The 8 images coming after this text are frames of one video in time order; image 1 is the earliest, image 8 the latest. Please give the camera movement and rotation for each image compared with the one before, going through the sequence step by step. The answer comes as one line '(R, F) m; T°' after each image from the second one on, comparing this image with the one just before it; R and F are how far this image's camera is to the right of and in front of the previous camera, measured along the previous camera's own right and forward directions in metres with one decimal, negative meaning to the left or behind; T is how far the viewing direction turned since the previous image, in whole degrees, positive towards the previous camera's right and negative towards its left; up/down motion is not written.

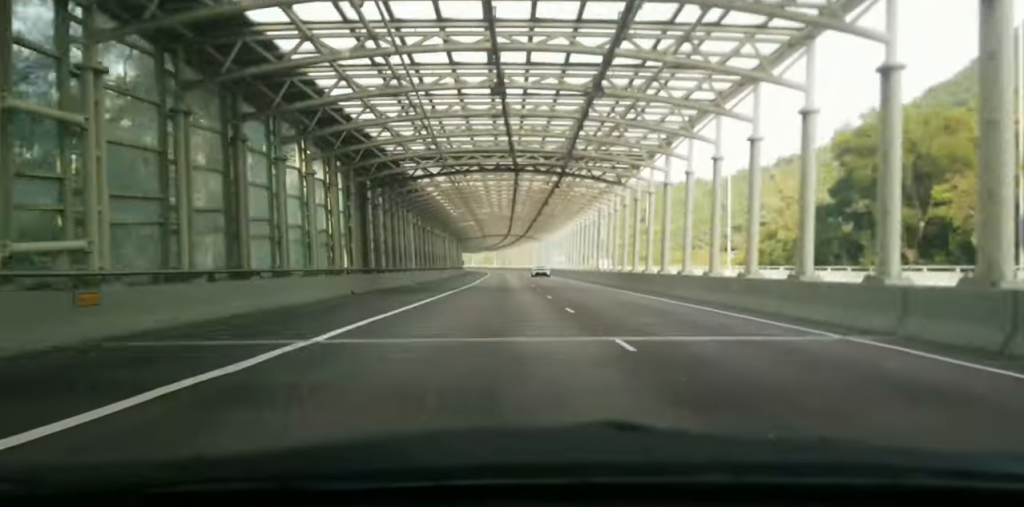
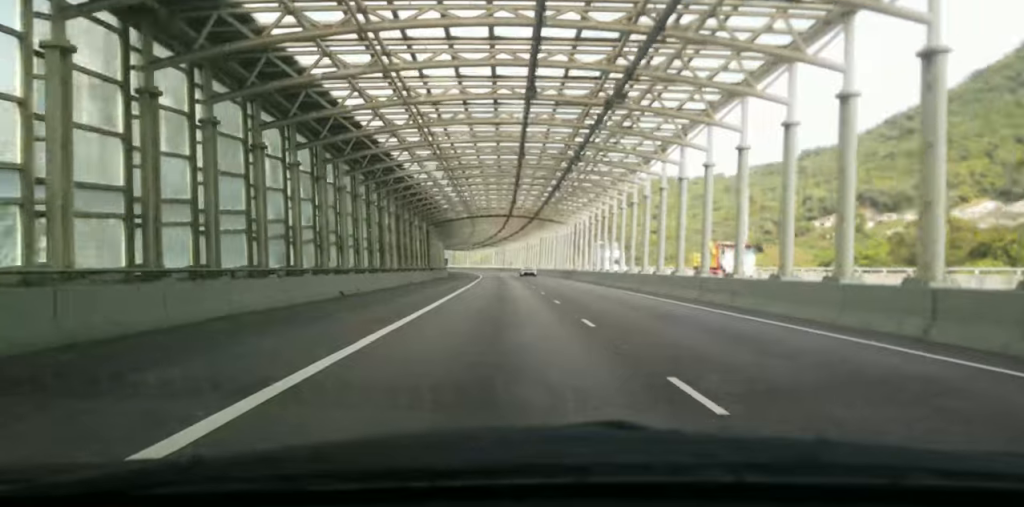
(+0.1, +50.4) m; +1°
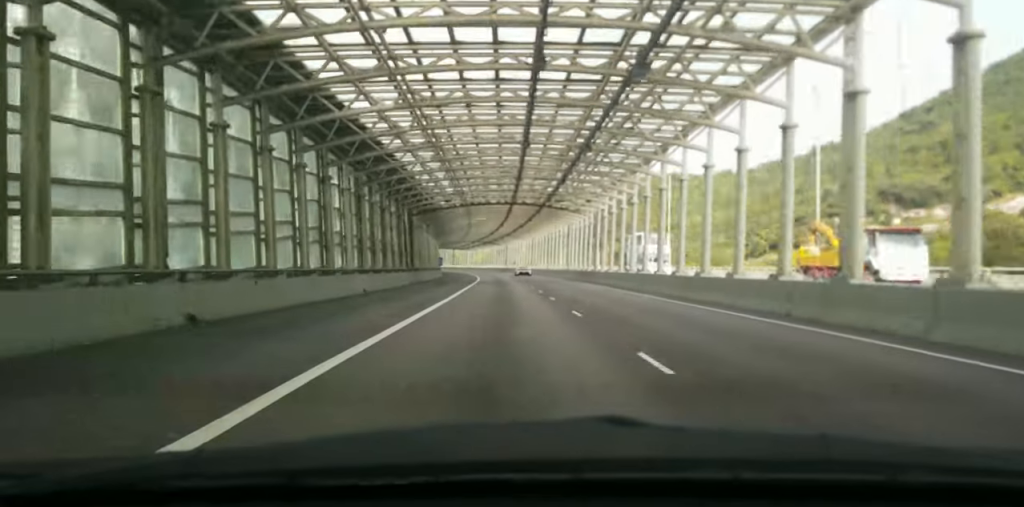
(+0.2, +16.6) m; -1°
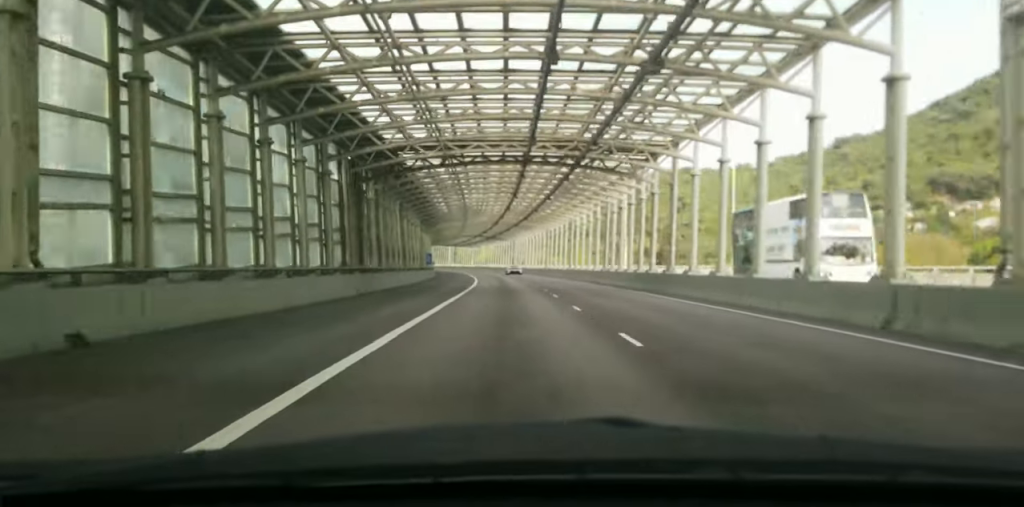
(-0.8, +25.7) m; -1°
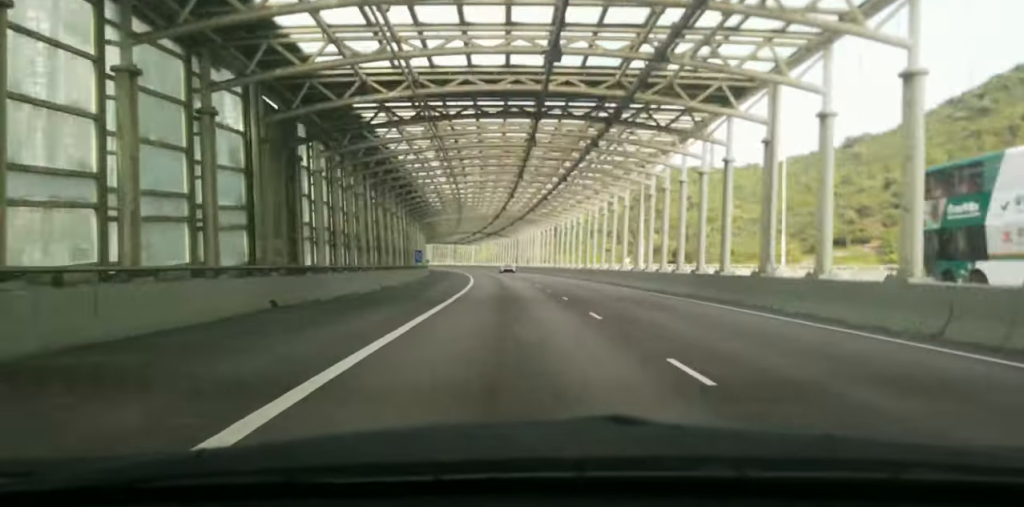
(+0.1, +14.0) m; 0°
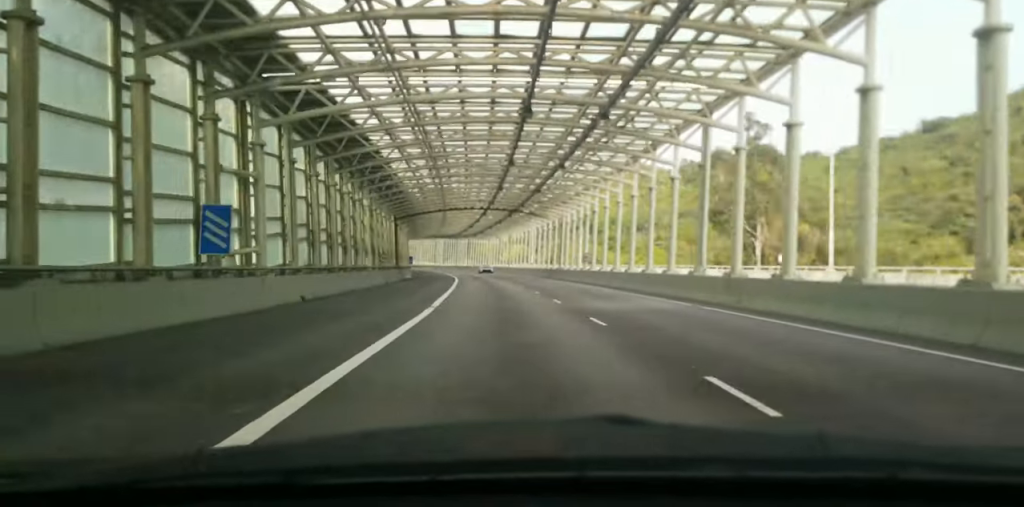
(-1.5, +58.4) m; -4°
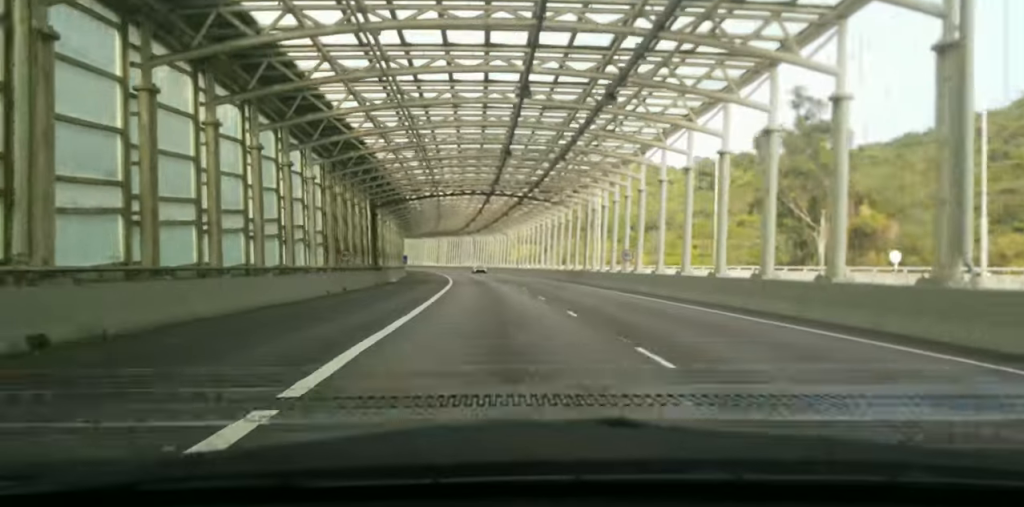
(-0.1, +15.0) m; -1°
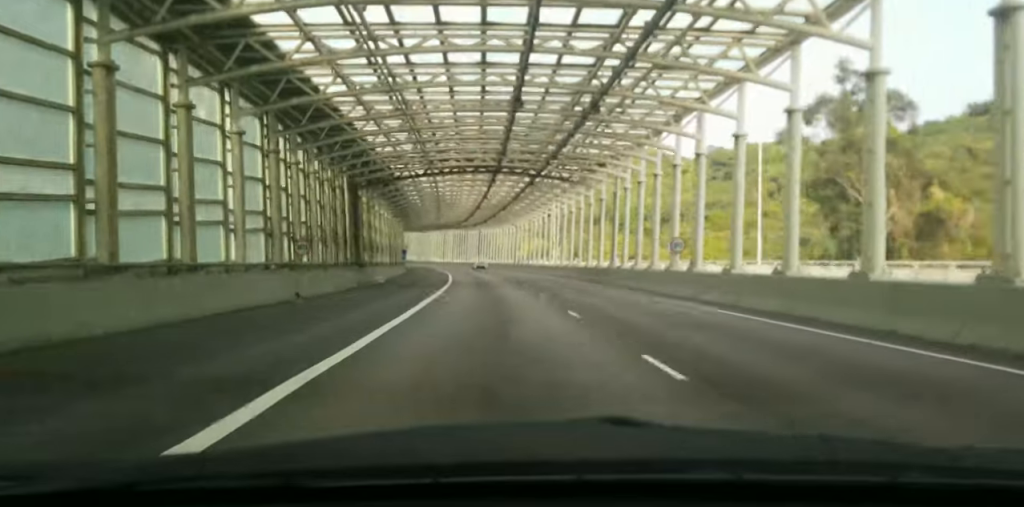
(+0.1, +10.0) m; -1°
